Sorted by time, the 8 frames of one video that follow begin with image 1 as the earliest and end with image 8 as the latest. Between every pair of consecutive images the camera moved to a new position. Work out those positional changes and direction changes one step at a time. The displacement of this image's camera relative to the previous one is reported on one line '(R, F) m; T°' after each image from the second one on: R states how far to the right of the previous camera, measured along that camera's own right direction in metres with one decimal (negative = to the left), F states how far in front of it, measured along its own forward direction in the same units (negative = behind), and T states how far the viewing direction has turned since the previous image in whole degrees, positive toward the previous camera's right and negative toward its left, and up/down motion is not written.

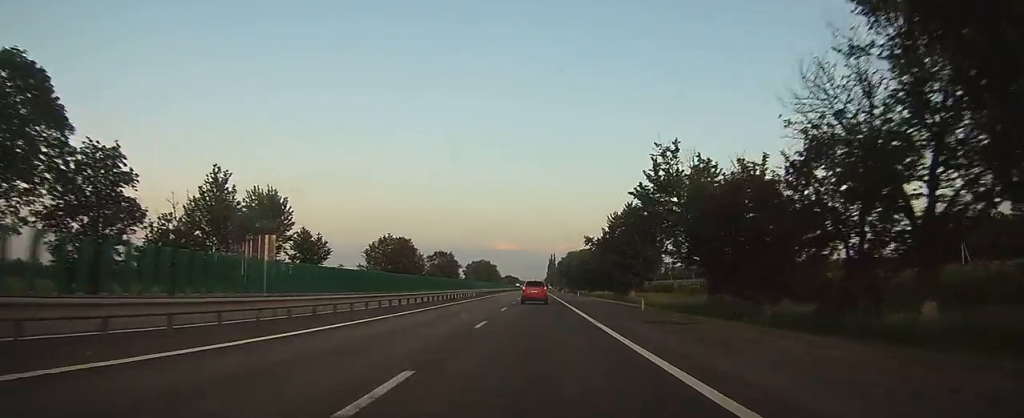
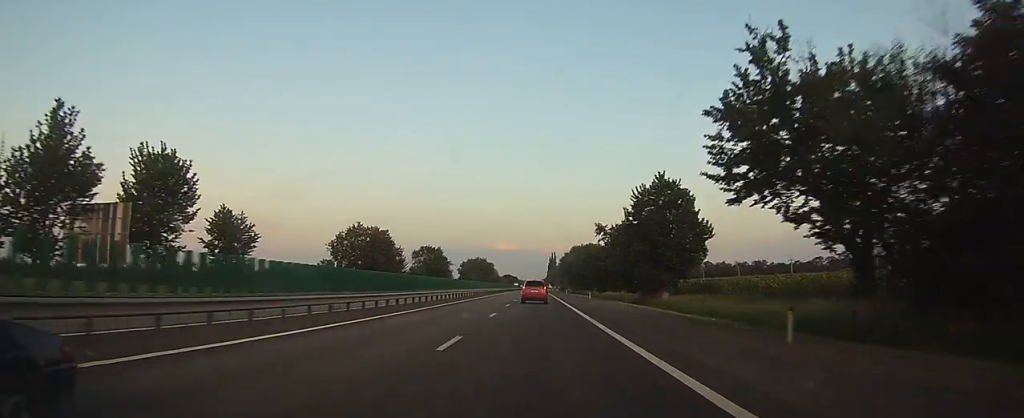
(0.0, +18.3) m; 0°
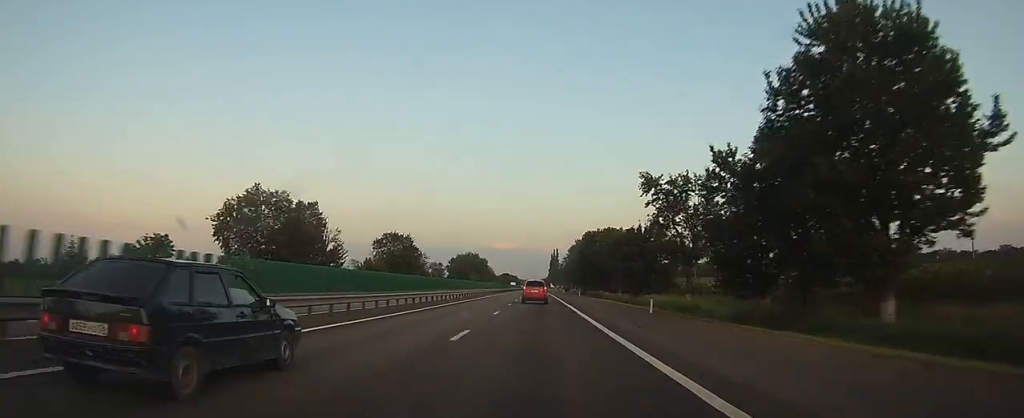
(+0.2, +34.0) m; 0°
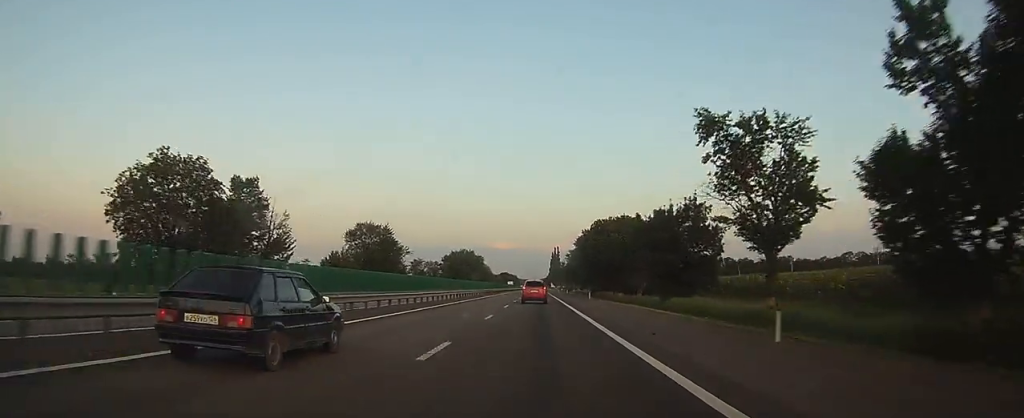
(0.0, +15.6) m; 0°
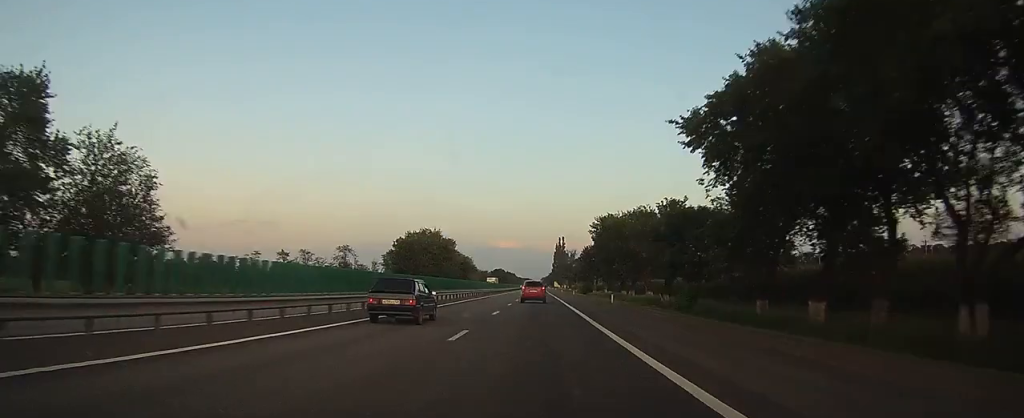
(-0.3, +68.9) m; -1°
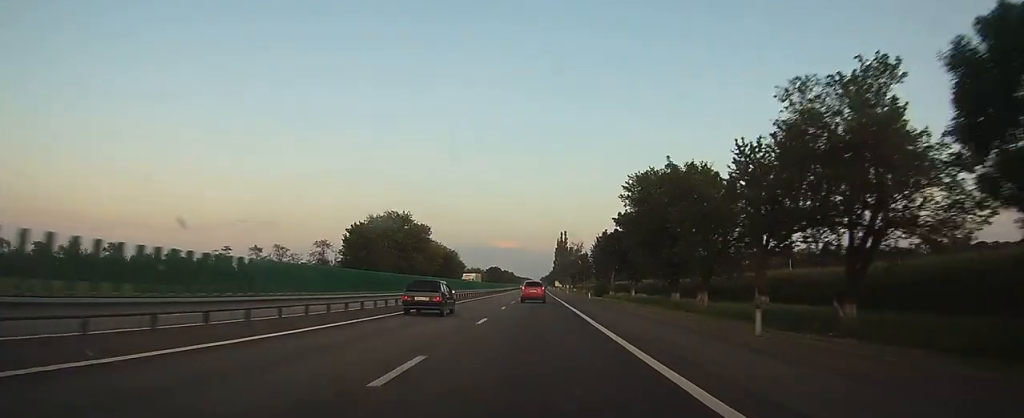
(-0.1, +30.2) m; 0°
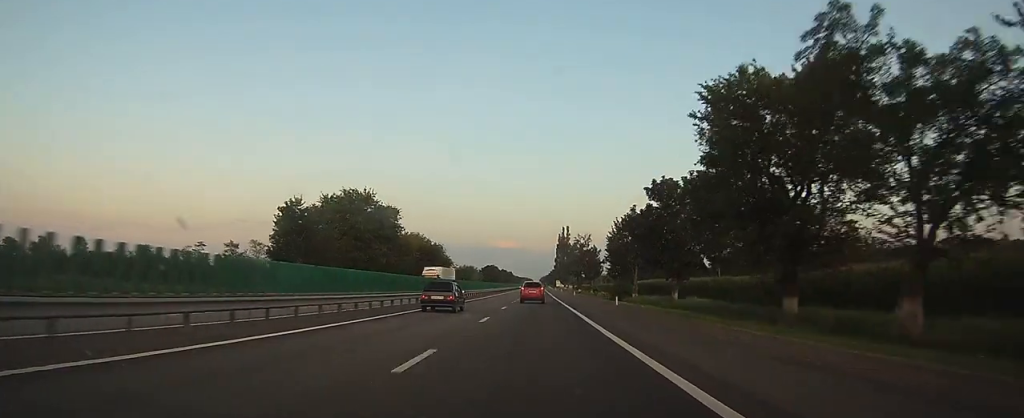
(0.0, +22.8) m; 0°
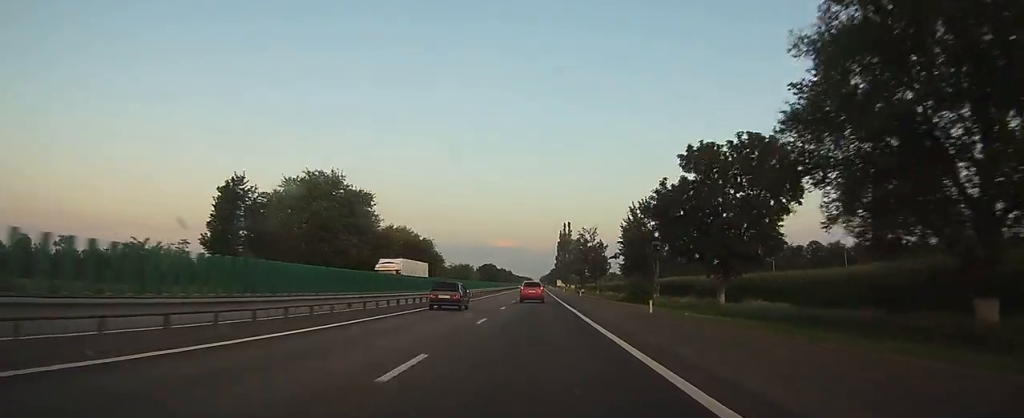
(0.0, +12.8) m; 0°
